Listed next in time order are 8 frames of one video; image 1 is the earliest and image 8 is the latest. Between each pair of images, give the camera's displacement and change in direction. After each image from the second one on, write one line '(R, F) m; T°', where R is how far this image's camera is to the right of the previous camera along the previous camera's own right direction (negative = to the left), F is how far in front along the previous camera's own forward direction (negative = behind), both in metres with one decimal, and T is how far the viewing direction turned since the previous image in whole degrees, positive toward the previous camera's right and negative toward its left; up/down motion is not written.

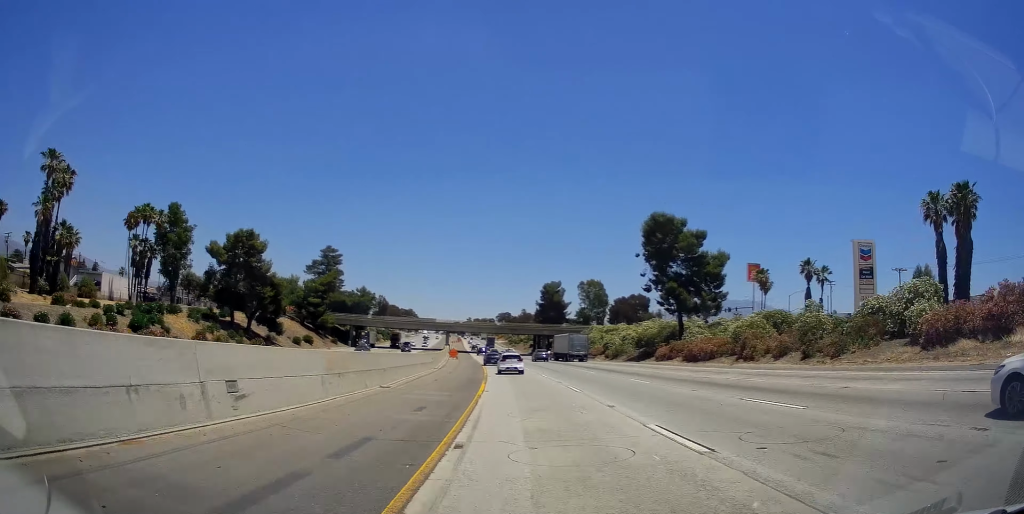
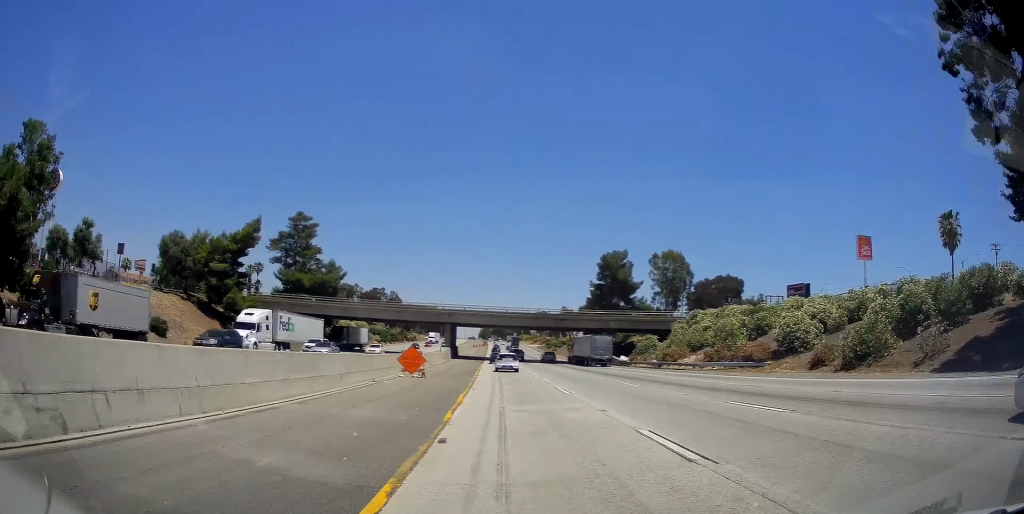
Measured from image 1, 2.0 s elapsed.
(-2.3, +60.3) m; -4°
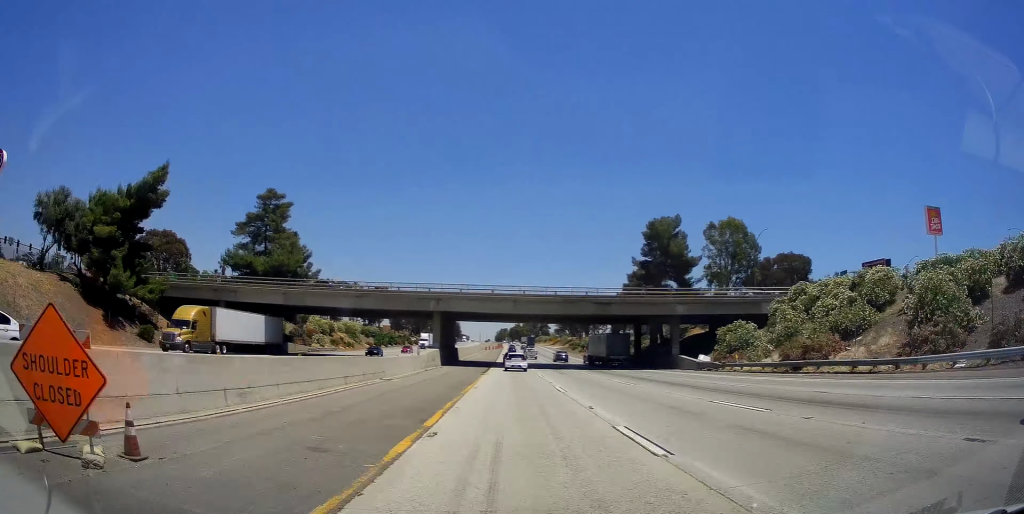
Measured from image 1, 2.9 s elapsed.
(-0.3, +27.3) m; -2°
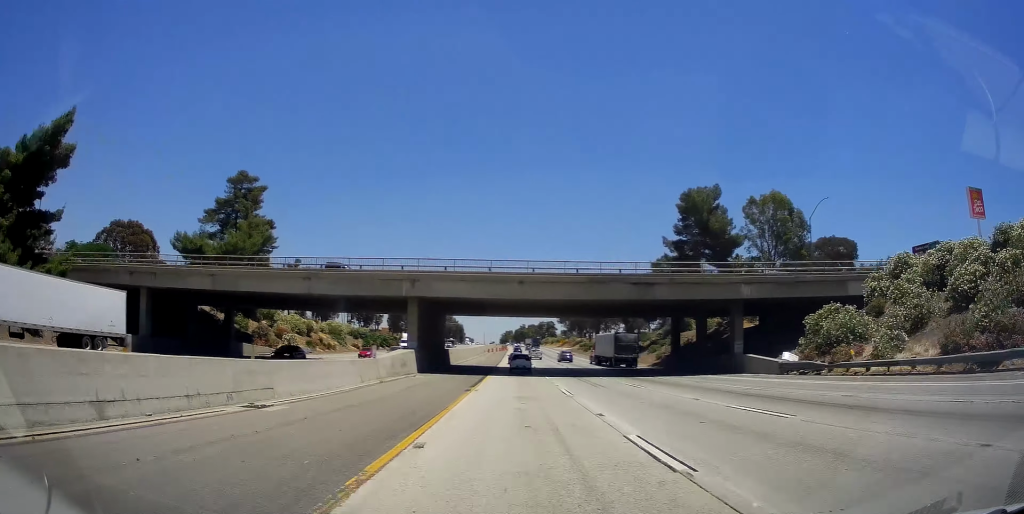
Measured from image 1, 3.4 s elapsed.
(-0.1, +16.1) m; -1°
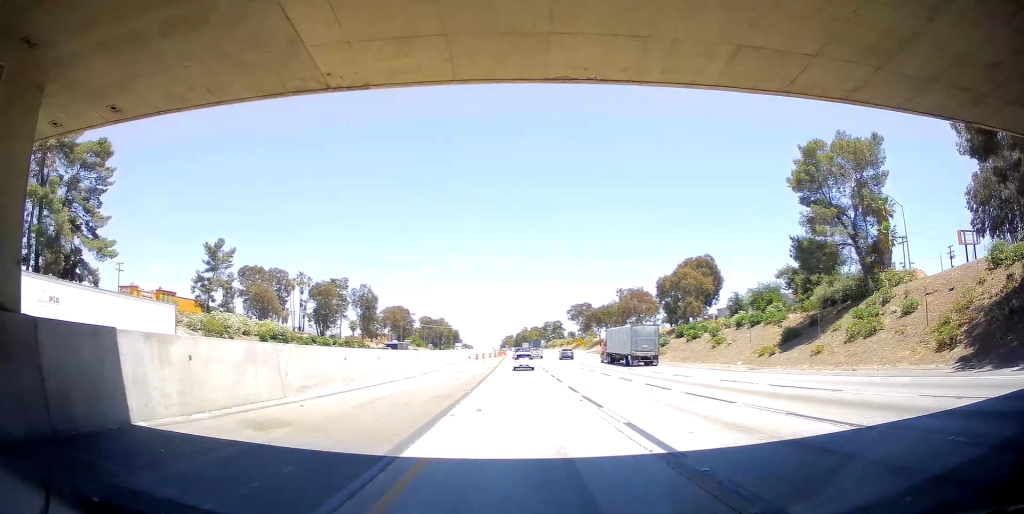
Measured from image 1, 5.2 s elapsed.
(-1.0, +52.1) m; -1°
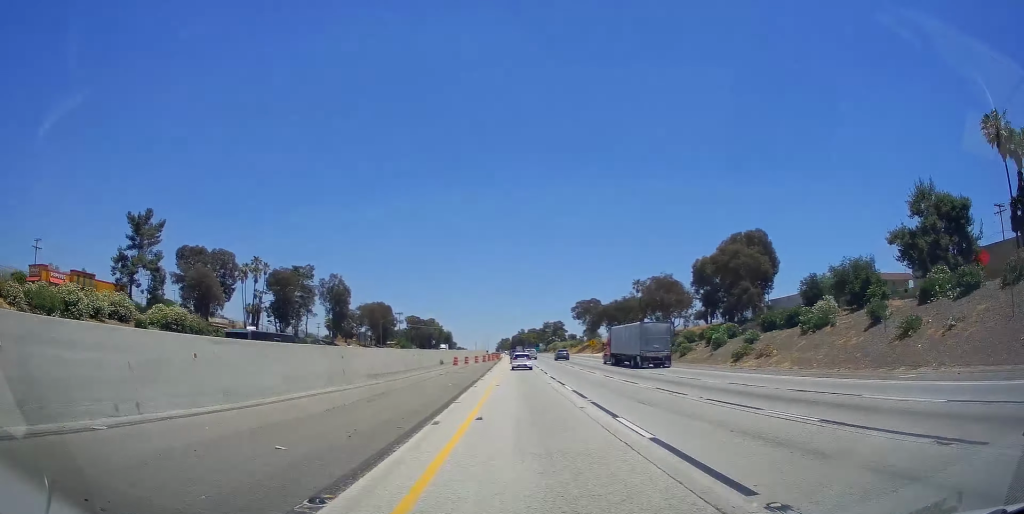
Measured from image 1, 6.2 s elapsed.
(0.0, +31.2) m; 0°
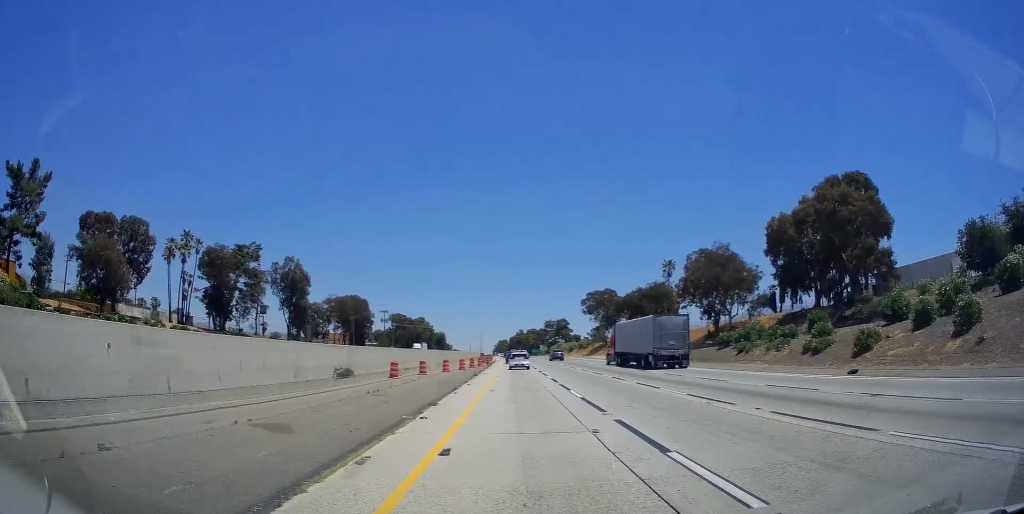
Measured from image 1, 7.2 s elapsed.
(0.0, +34.7) m; 0°
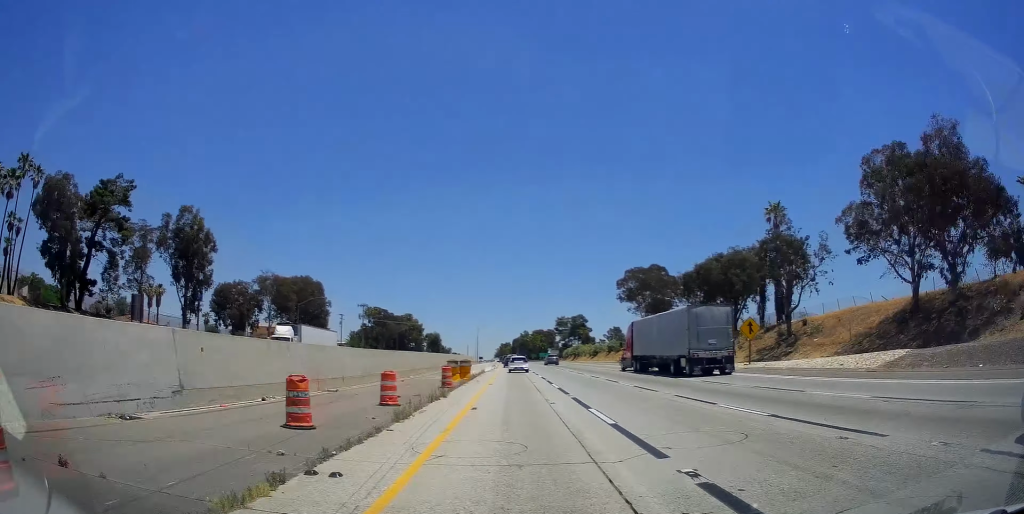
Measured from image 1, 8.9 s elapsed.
(0.0, +49.4) m; 0°
